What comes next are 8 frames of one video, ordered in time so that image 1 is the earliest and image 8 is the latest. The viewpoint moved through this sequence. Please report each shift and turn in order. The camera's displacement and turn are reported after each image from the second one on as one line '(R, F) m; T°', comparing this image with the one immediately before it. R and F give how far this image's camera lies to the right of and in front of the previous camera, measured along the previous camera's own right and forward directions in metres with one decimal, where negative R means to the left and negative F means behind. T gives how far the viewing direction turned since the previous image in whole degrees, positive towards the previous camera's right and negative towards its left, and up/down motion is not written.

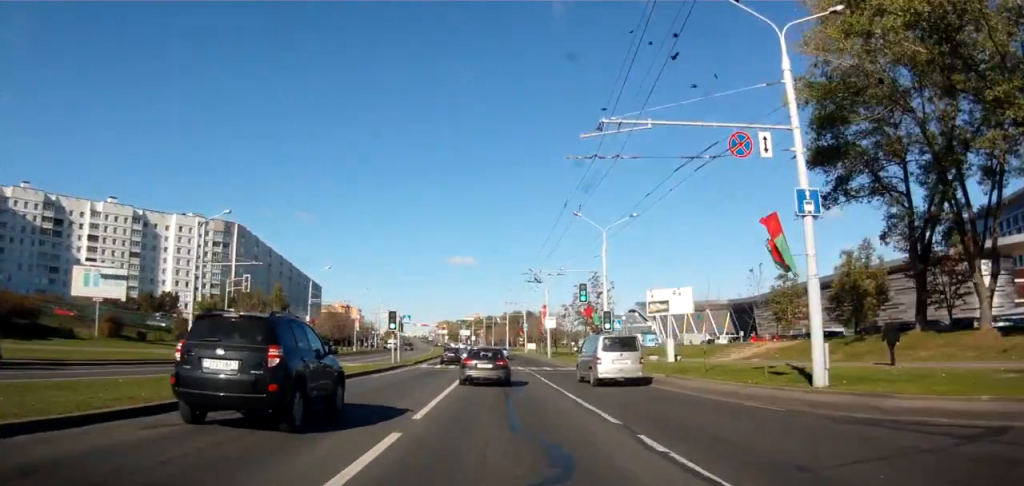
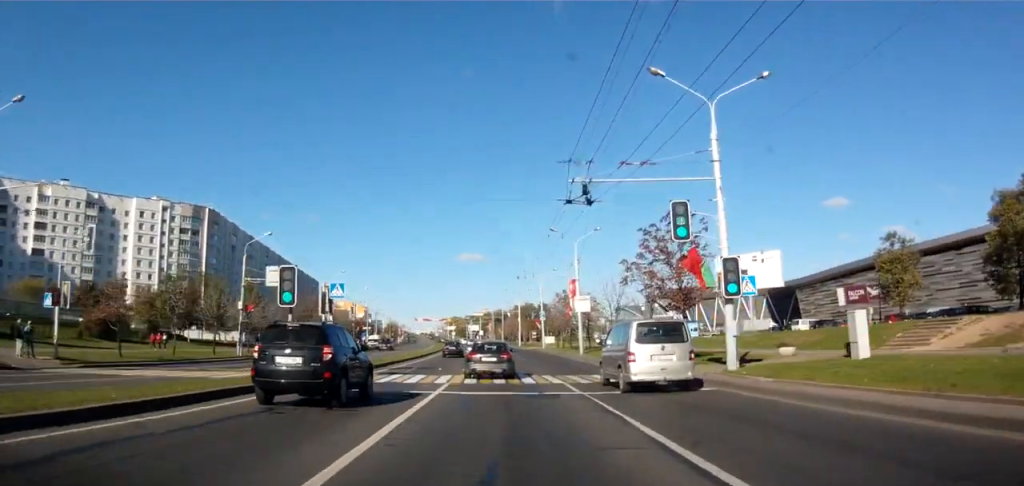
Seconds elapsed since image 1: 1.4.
(0.0, +23.6) m; -1°
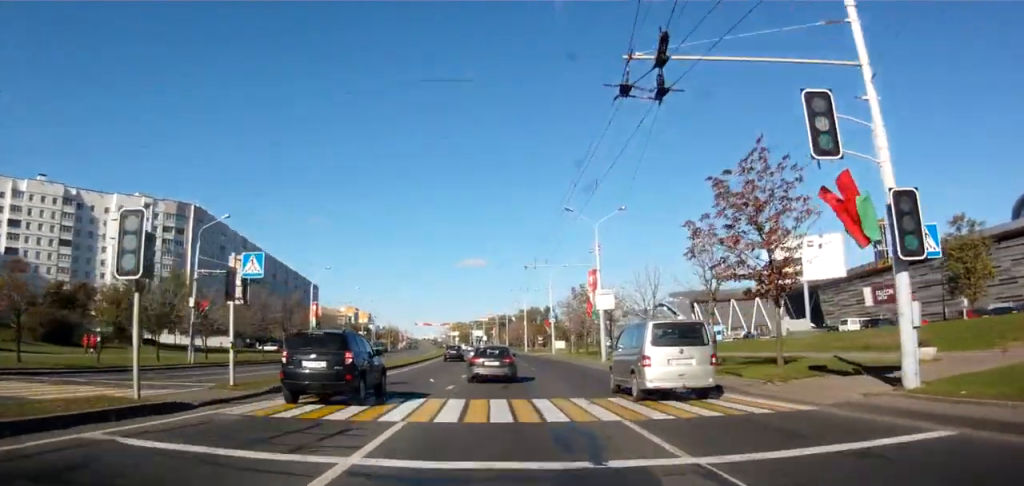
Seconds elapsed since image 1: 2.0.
(-0.1, +10.1) m; -1°
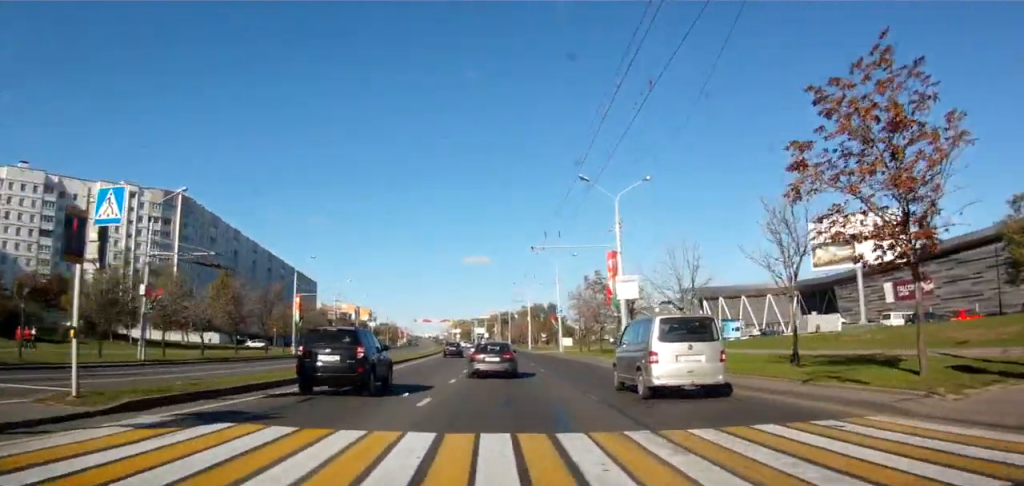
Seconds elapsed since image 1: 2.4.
(-0.2, +7.4) m; -1°
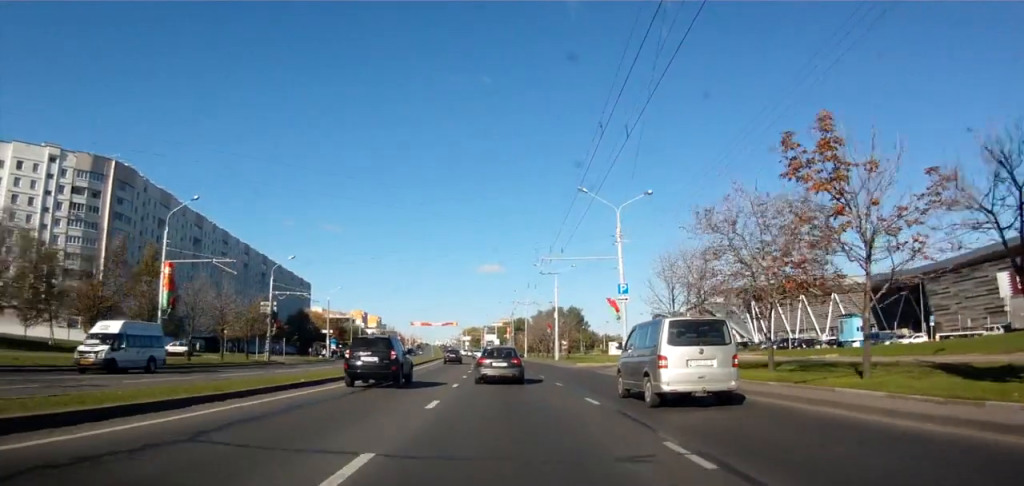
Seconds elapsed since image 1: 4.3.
(-0.1, +31.1) m; 0°
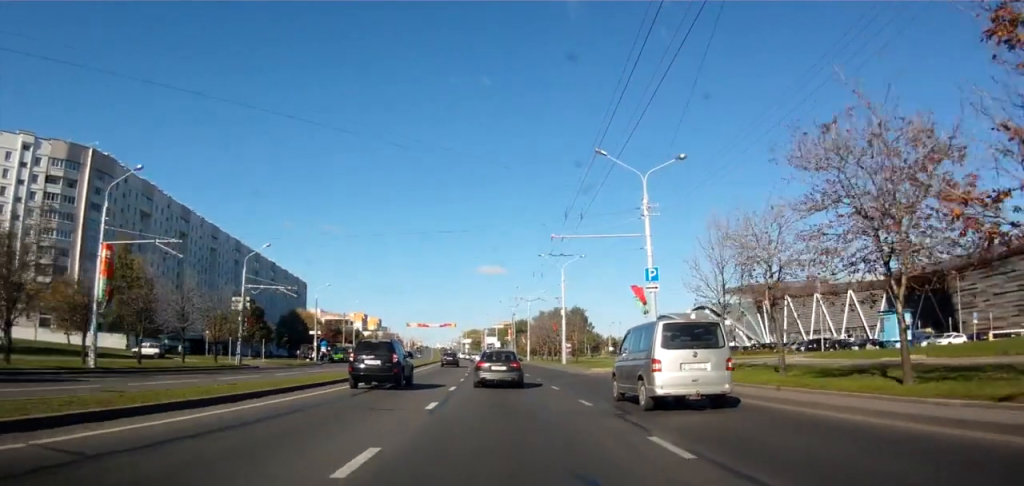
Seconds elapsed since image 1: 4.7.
(+0.1, +7.5) m; 0°
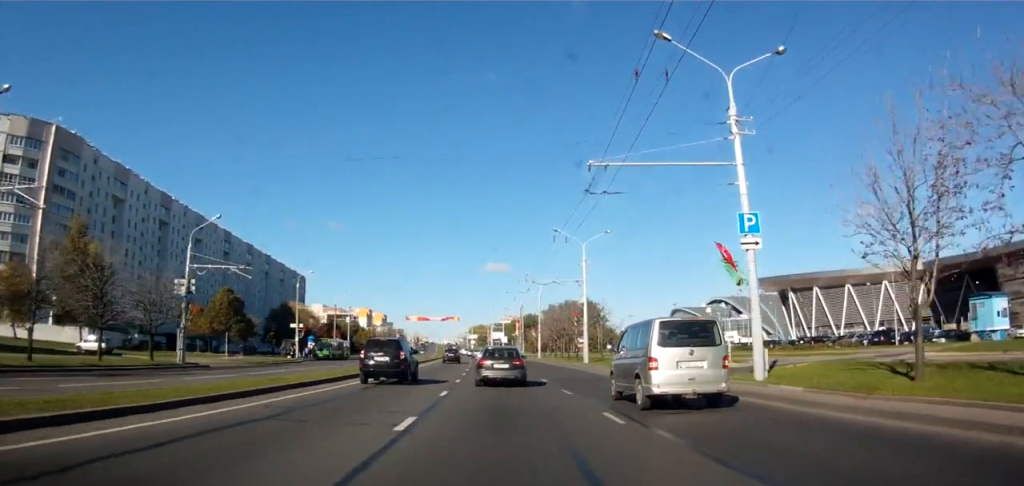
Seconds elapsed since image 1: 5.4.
(-0.2, +12.4) m; -1°
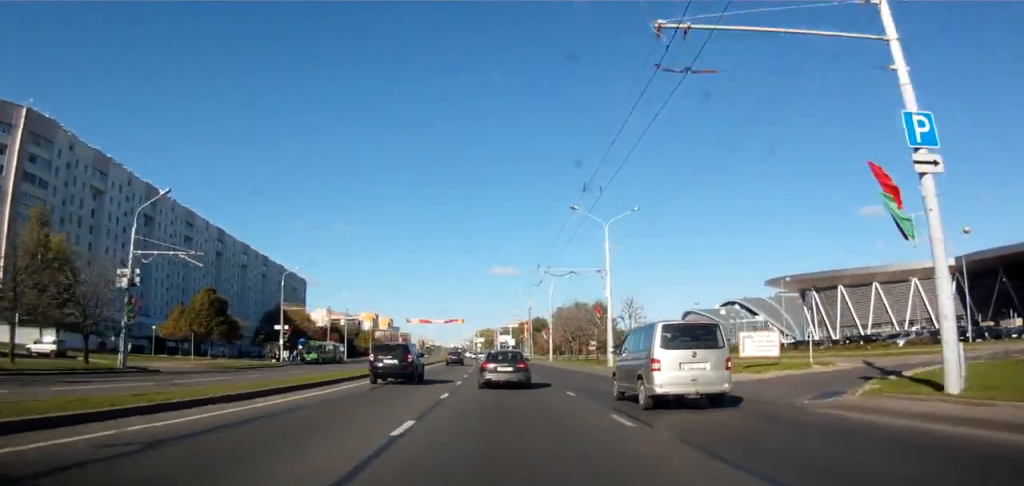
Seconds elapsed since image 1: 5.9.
(-0.1, +8.3) m; -1°
